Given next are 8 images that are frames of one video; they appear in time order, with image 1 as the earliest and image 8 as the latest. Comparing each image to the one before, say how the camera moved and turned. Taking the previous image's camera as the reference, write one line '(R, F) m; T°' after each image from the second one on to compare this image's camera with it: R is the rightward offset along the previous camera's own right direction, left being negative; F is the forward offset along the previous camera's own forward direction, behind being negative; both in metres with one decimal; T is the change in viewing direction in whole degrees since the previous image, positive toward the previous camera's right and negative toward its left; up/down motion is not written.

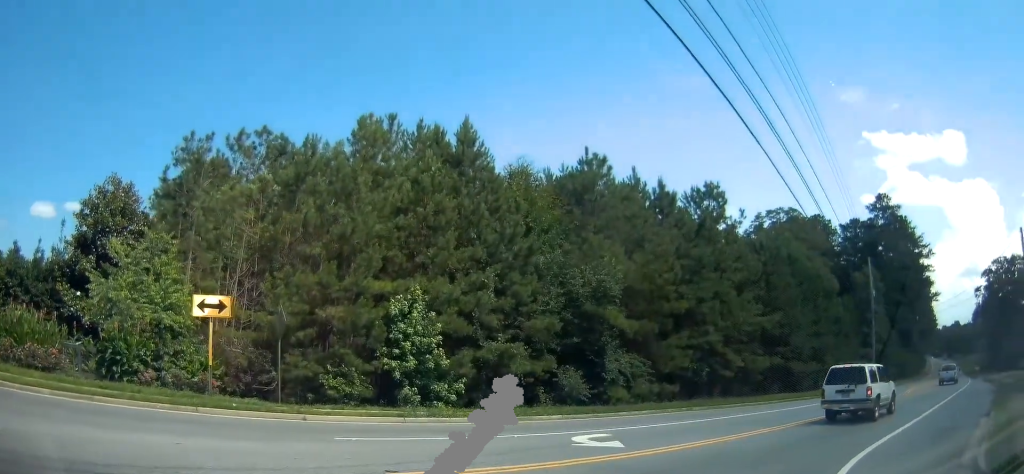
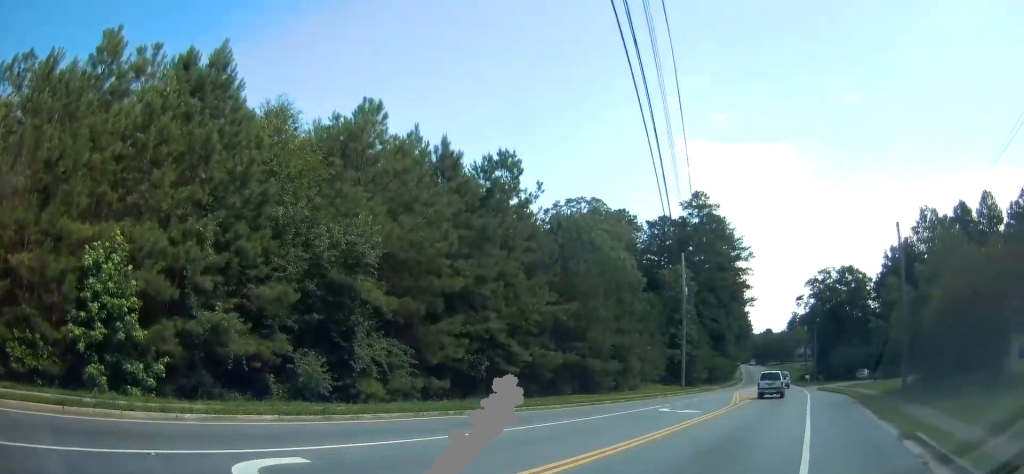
(+0.6, +5.0) m; +12°
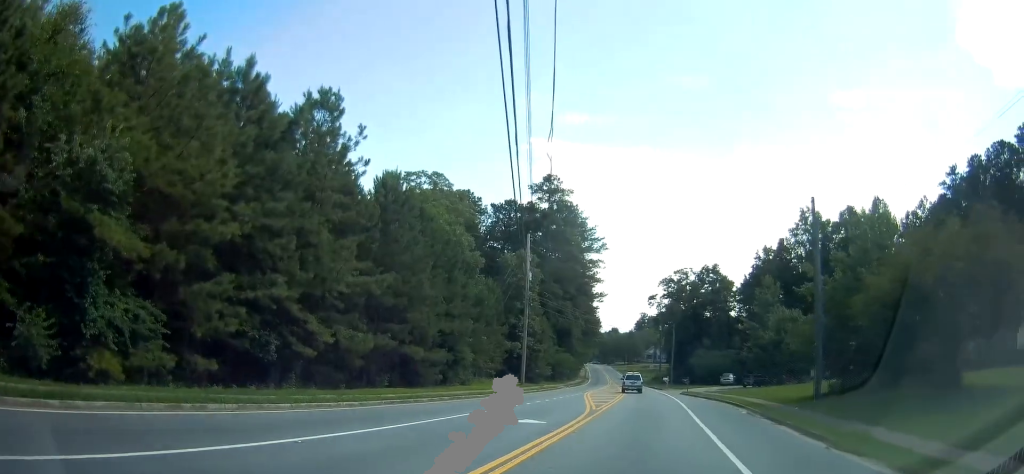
(+0.2, +4.1) m; +6°
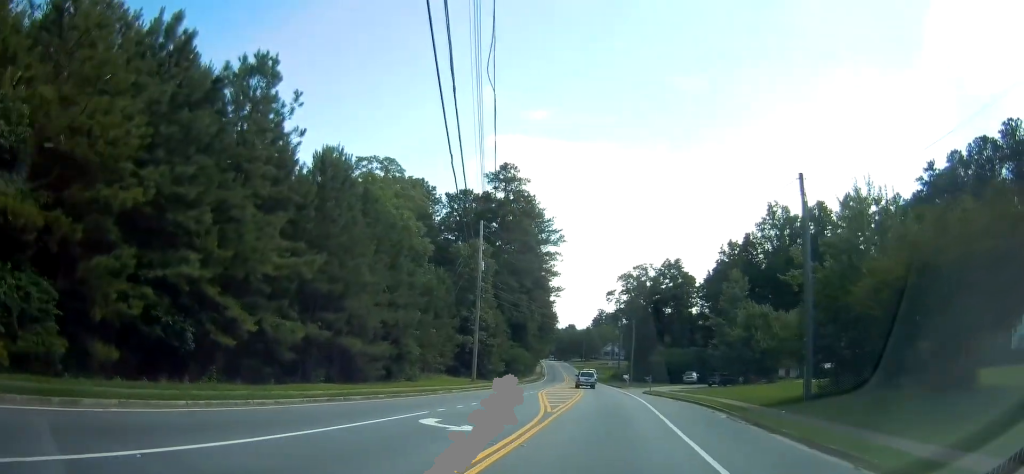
(+0.1, +2.2) m; +5°
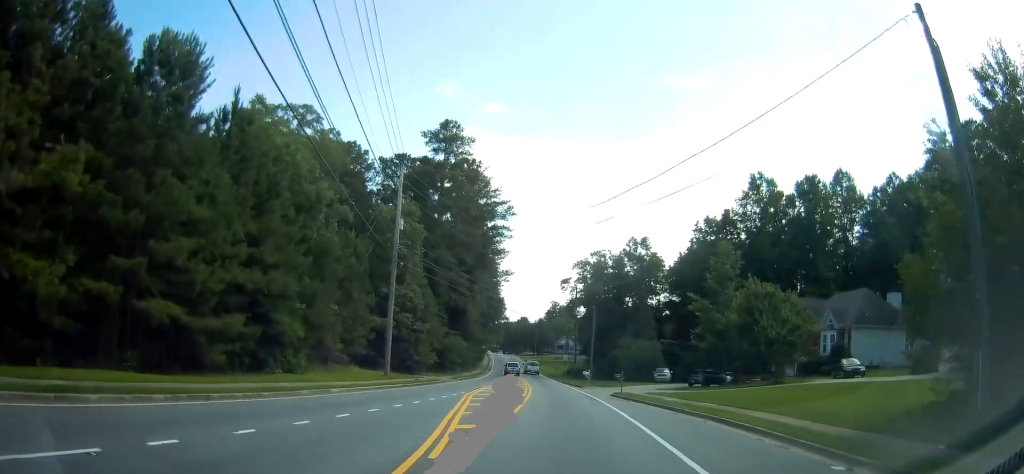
(+1.5, +9.5) m; +10°
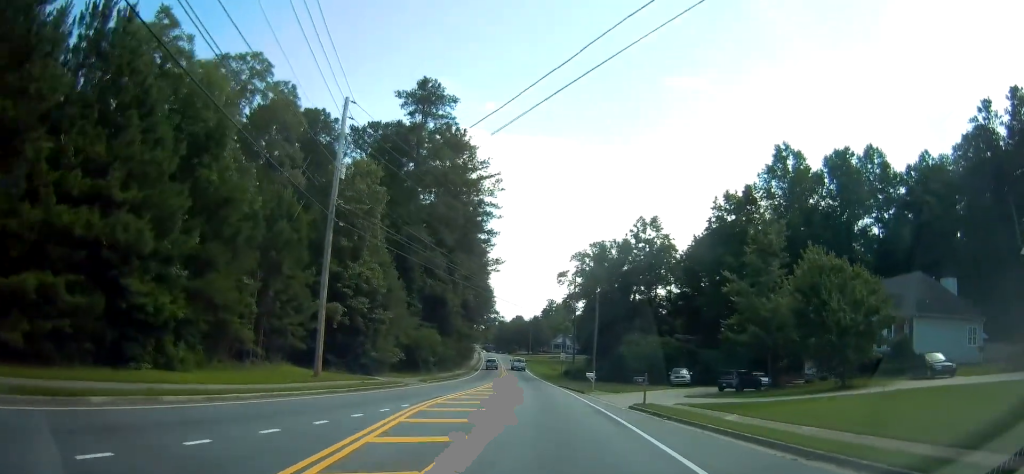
(-0.1, +9.9) m; +4°
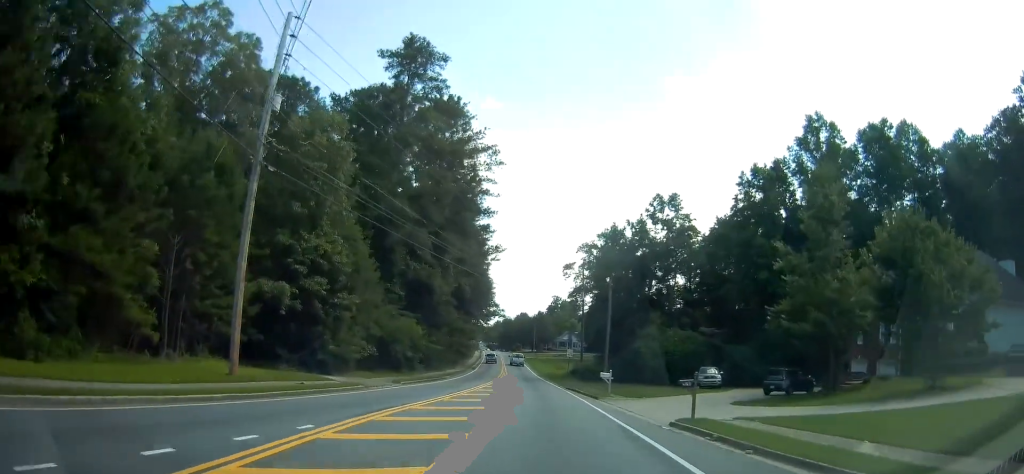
(+0.2, +7.8) m; +2°
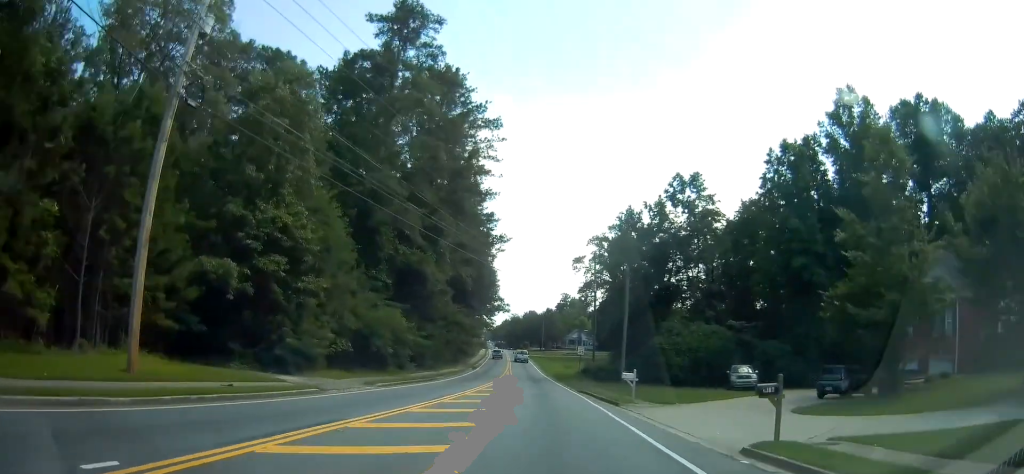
(+0.5, +5.9) m; +1°
